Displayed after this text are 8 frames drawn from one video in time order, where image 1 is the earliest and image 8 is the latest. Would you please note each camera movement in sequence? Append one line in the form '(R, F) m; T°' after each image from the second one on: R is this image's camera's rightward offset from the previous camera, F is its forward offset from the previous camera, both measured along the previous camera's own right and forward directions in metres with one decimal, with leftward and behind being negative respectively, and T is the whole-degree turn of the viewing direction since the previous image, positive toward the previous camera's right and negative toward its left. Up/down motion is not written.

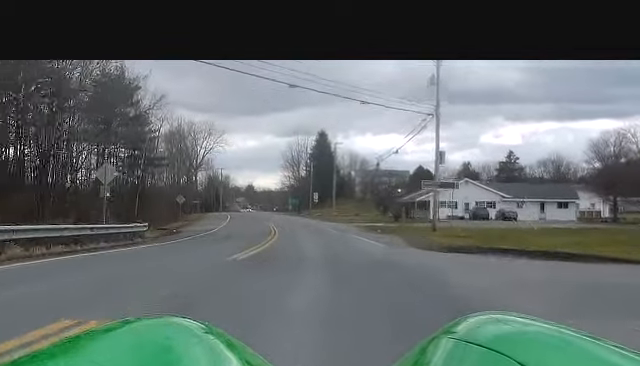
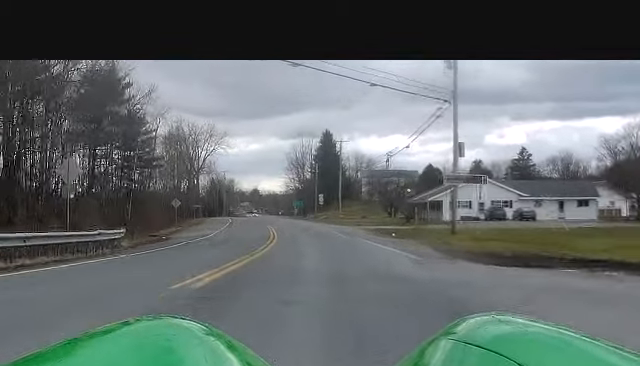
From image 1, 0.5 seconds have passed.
(0.0, +3.1) m; -7°
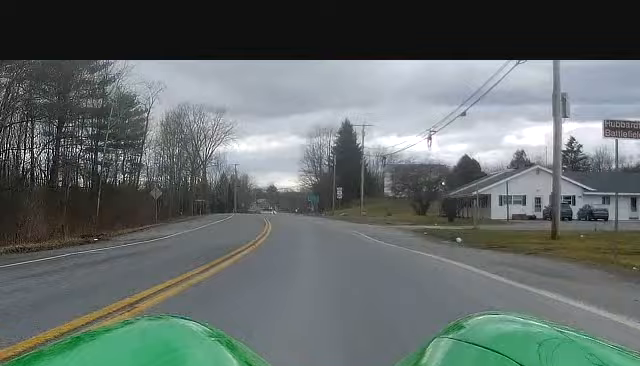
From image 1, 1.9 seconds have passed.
(-3.7, +16.5) m; -14°
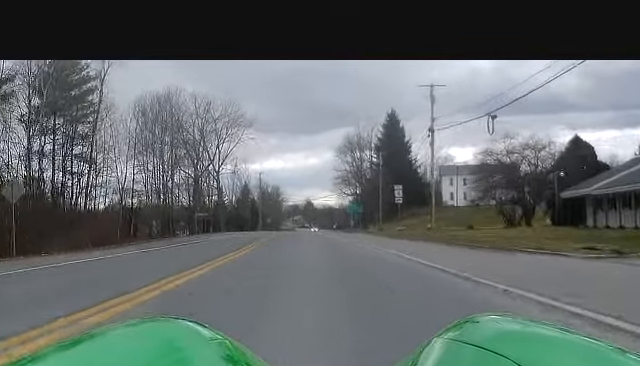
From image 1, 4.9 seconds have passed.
(-0.6, +62.5) m; -2°
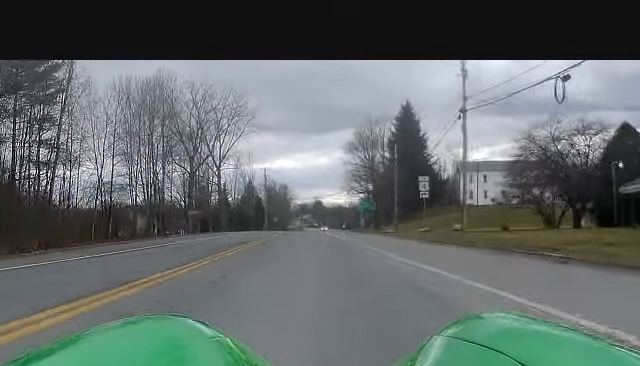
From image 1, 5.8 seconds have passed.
(-0.2, +15.2) m; -2°
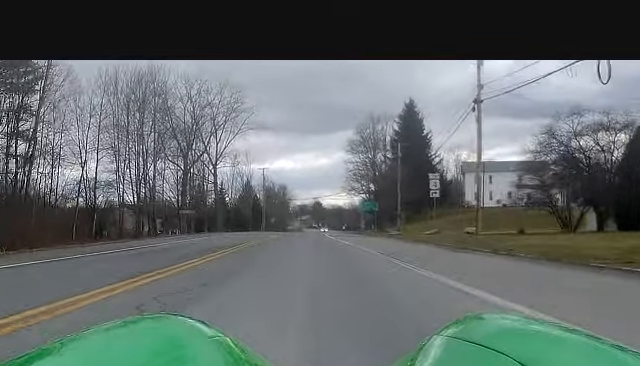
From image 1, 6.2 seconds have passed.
(-0.1, +6.2) m; -1°
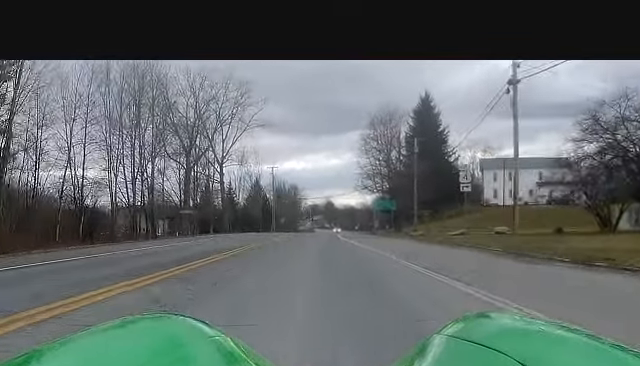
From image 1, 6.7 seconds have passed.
(-0.1, +7.5) m; 0°
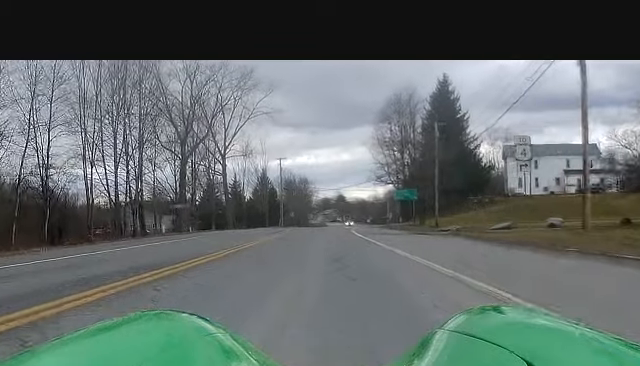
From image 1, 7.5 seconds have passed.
(0.0, +10.8) m; 0°
